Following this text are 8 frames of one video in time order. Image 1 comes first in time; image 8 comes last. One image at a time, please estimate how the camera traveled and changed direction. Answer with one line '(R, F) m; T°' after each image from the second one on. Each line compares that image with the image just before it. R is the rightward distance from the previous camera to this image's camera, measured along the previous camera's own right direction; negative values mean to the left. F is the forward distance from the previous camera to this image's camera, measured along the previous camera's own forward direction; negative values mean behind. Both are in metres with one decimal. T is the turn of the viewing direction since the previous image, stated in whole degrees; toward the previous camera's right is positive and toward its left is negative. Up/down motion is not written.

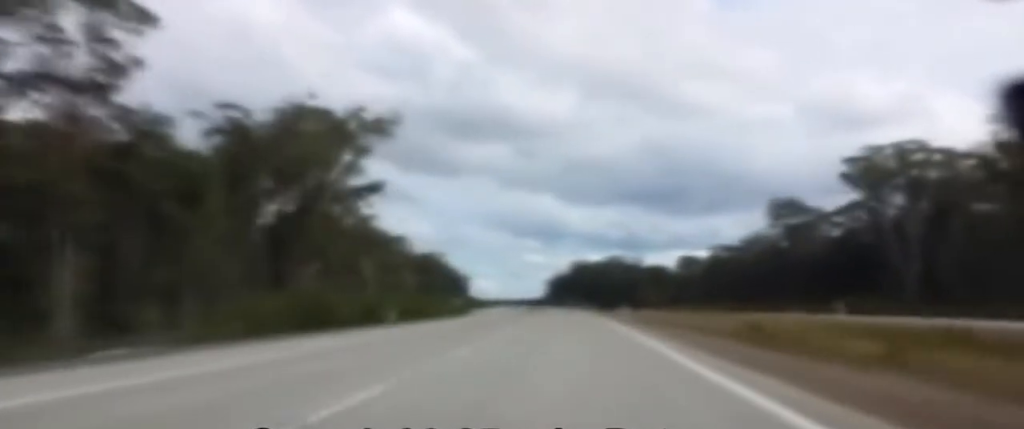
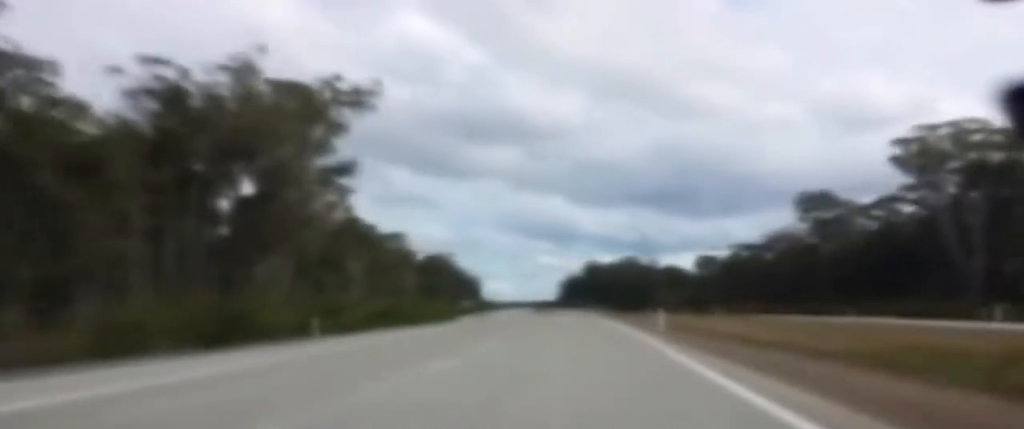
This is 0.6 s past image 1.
(0.0, +17.2) m; 0°
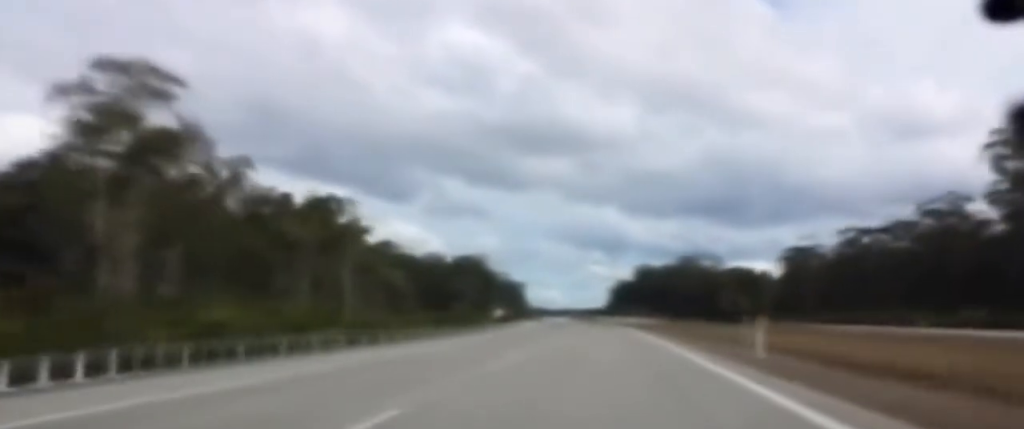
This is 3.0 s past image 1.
(-0.9, +75.2) m; -1°
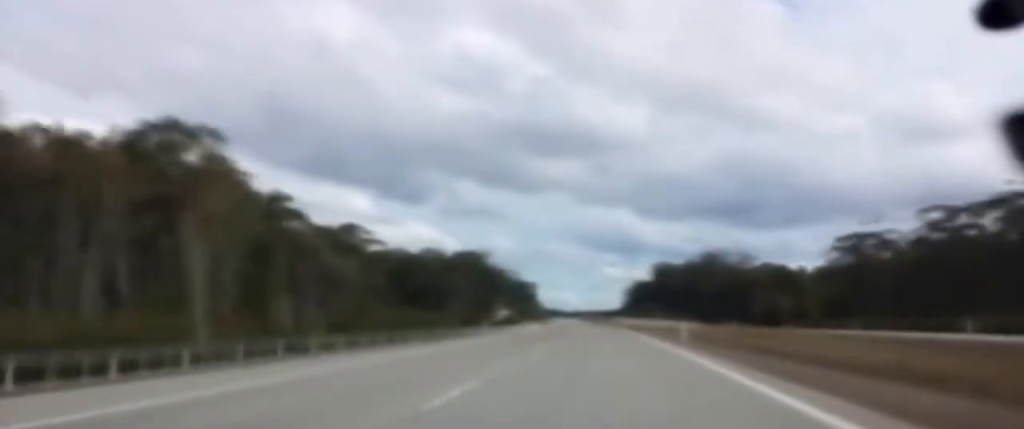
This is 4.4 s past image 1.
(-0.5, +41.6) m; -1°
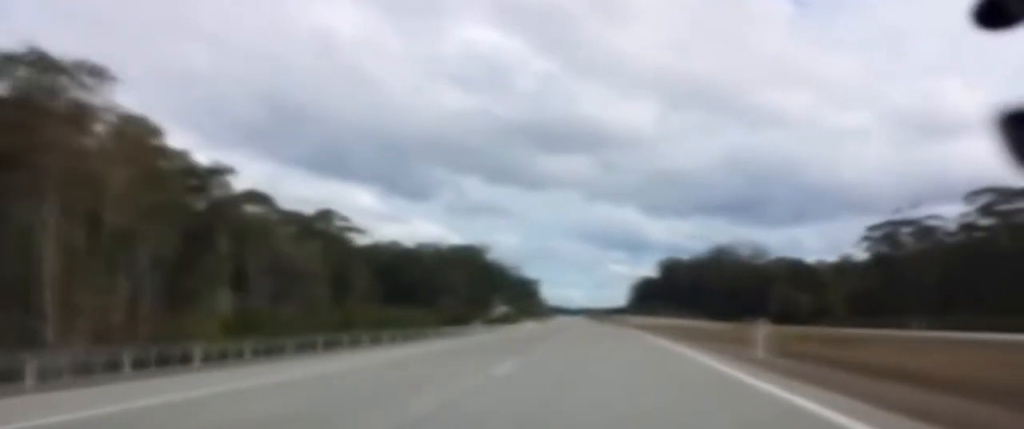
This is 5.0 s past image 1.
(0.0, +17.3) m; 0°
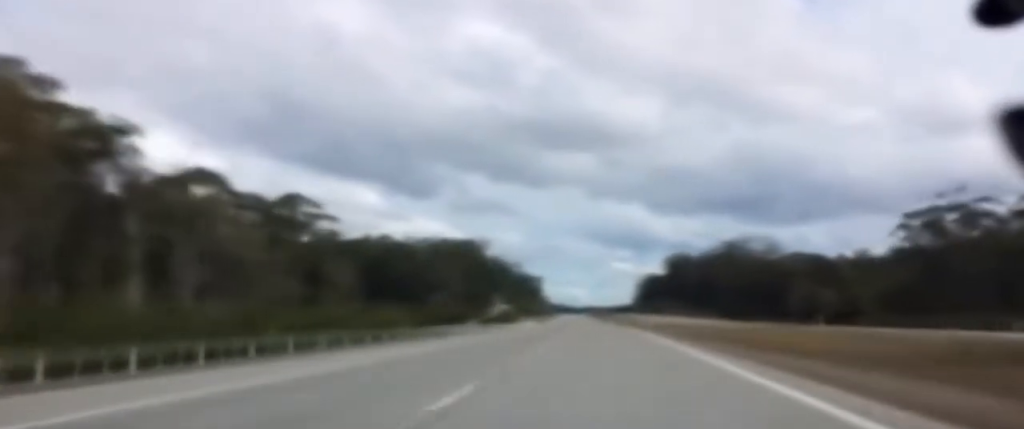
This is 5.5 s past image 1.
(+0.2, +17.3) m; 0°
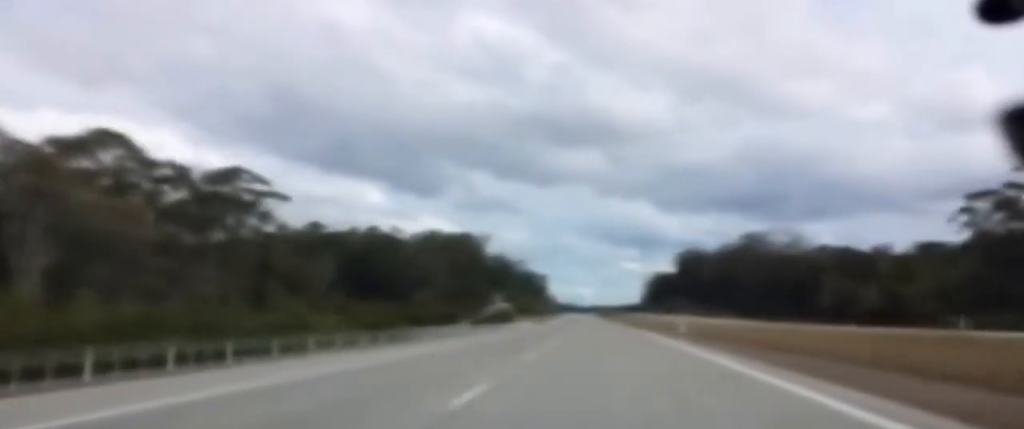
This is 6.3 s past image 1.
(-0.2, +22.5) m; -1°
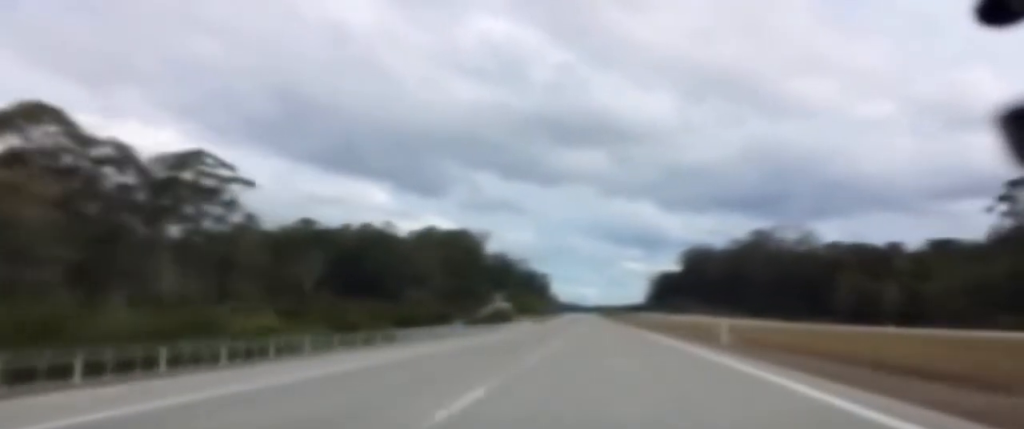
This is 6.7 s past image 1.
(0.0, +12.3) m; 0°
